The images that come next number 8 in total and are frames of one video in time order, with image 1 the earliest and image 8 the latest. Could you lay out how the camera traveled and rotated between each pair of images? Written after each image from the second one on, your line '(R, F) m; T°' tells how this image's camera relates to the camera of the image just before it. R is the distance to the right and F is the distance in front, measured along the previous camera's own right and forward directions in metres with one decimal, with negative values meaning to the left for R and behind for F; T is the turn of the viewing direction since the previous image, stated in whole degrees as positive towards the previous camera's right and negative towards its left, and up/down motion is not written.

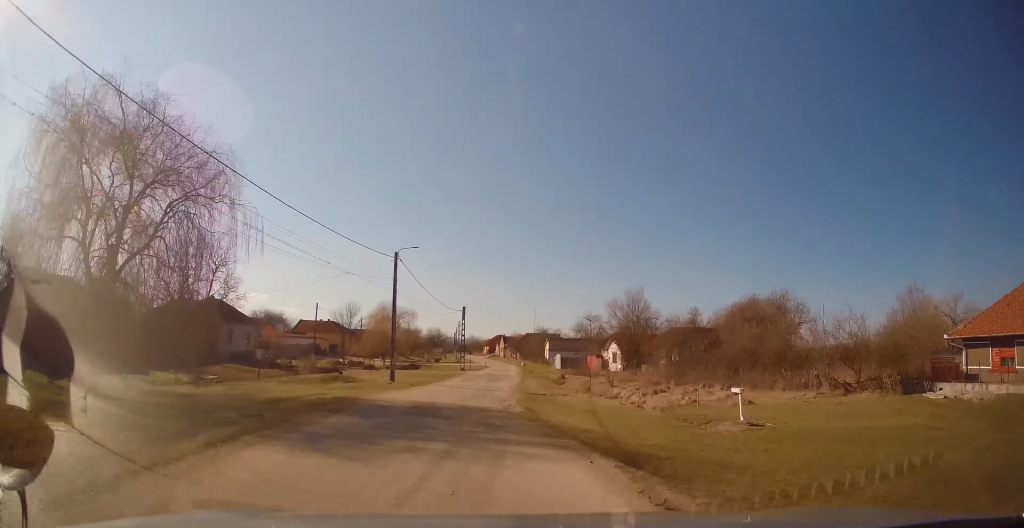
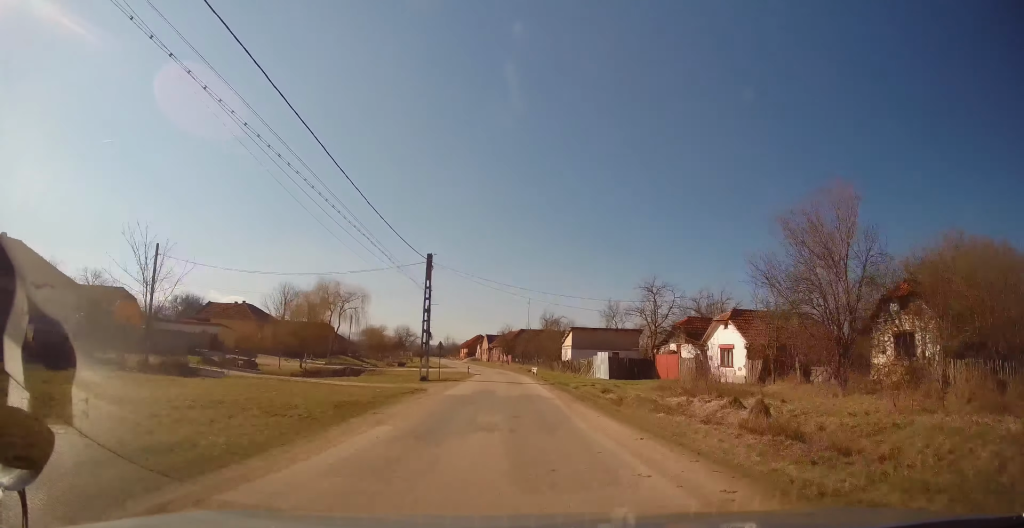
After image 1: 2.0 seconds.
(-0.6, +33.3) m; +1°
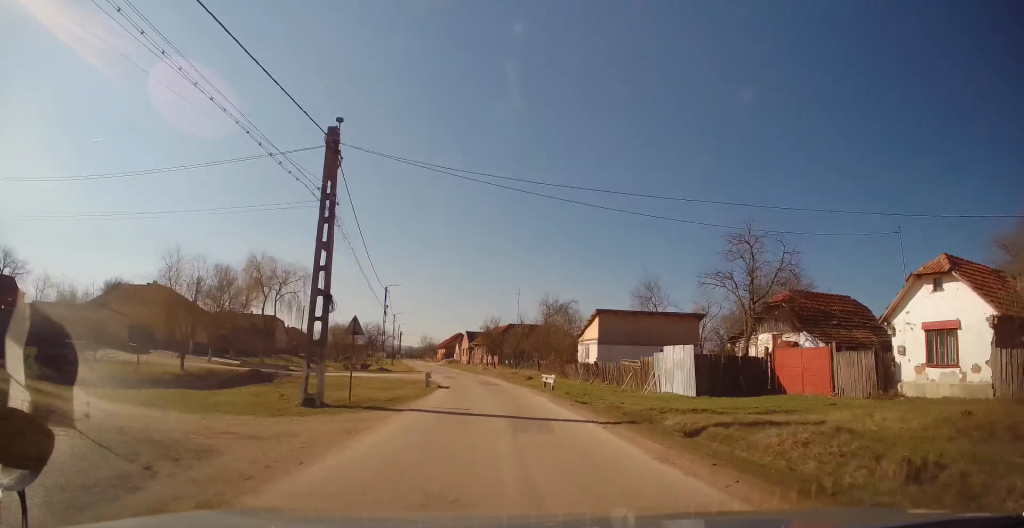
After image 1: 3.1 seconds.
(+0.6, +19.0) m; +1°
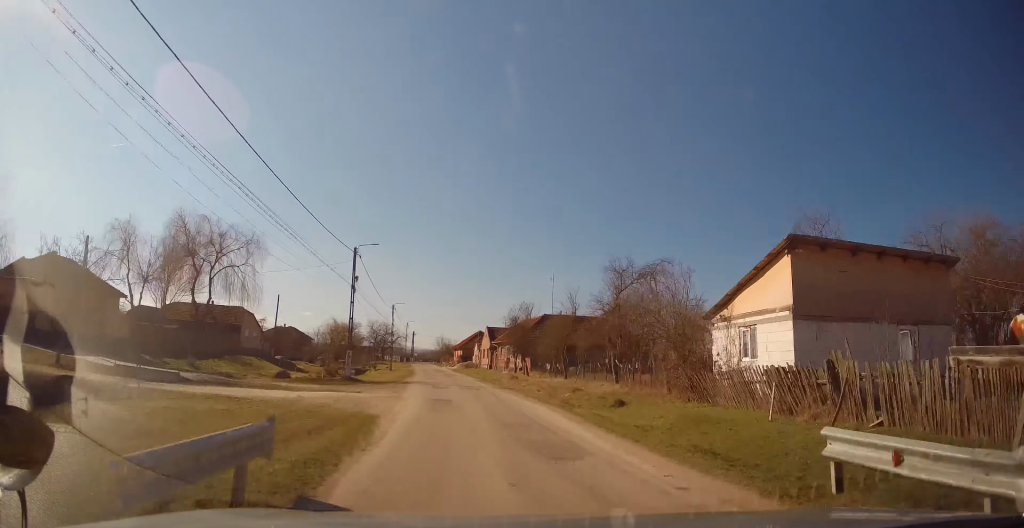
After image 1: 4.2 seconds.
(-0.2, +20.2) m; -3°
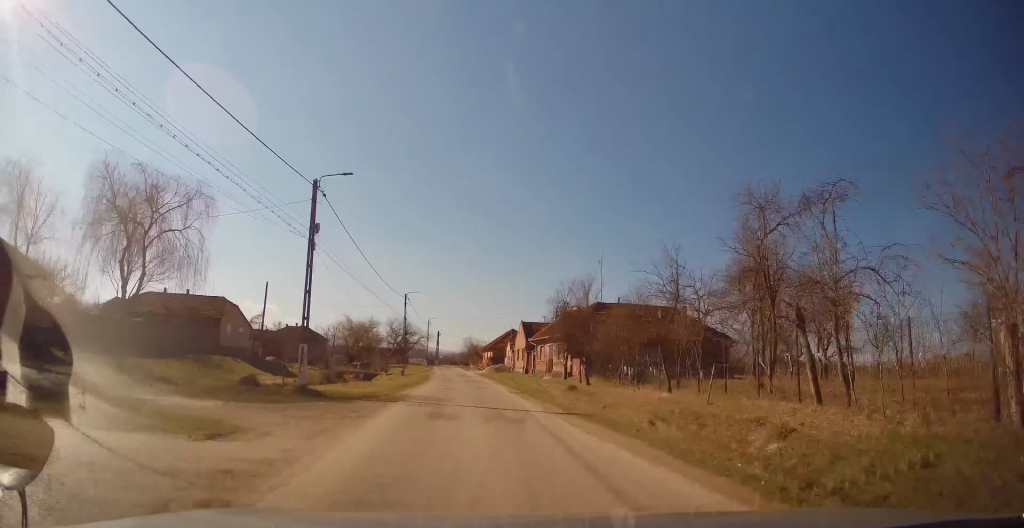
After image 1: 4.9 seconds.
(-0.5, +13.7) m; -2°
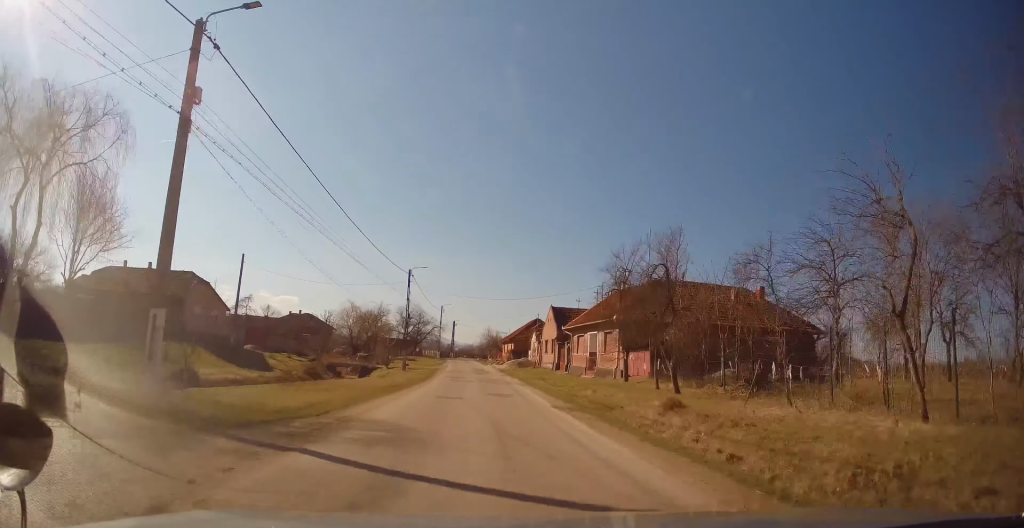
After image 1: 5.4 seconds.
(-0.2, +11.1) m; -2°
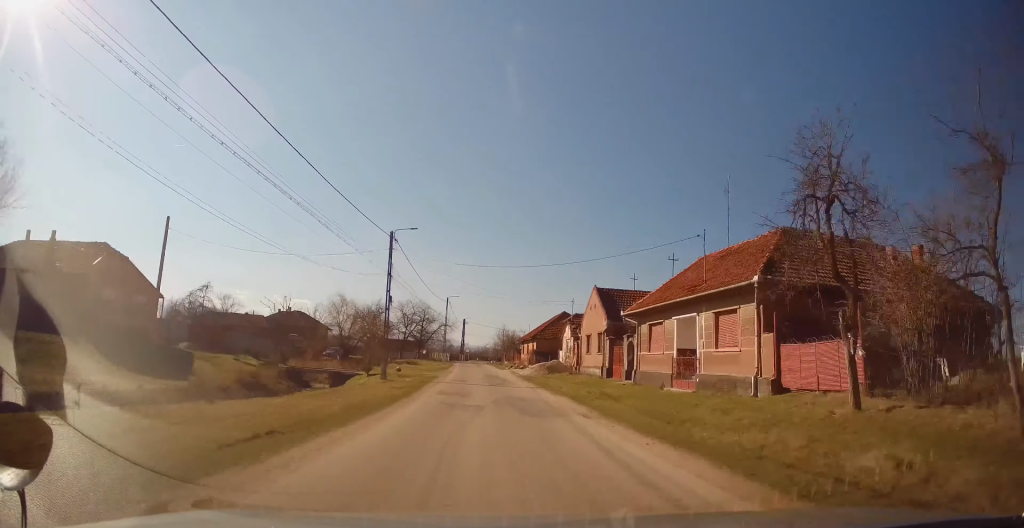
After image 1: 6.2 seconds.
(0.0, +14.9) m; -2°
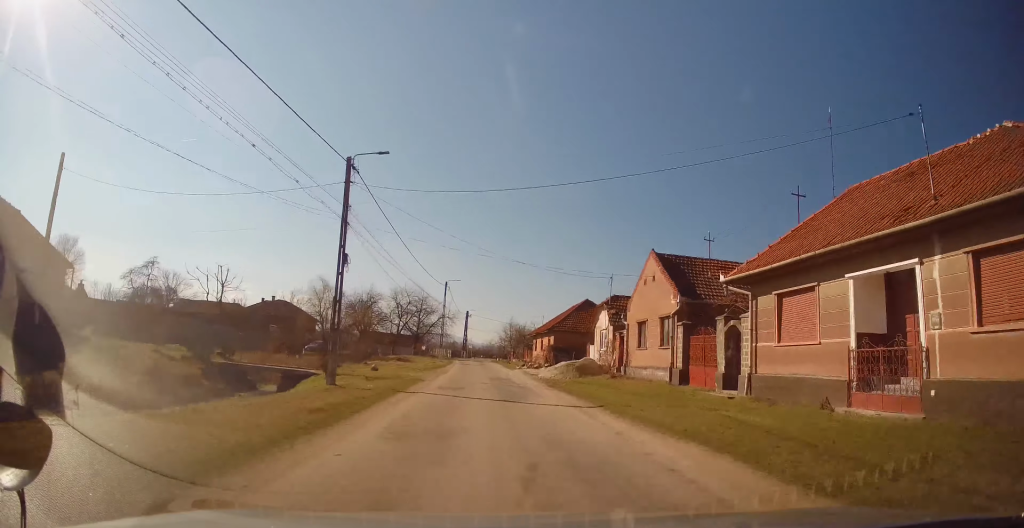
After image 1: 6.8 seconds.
(-0.4, +11.5) m; -1°
